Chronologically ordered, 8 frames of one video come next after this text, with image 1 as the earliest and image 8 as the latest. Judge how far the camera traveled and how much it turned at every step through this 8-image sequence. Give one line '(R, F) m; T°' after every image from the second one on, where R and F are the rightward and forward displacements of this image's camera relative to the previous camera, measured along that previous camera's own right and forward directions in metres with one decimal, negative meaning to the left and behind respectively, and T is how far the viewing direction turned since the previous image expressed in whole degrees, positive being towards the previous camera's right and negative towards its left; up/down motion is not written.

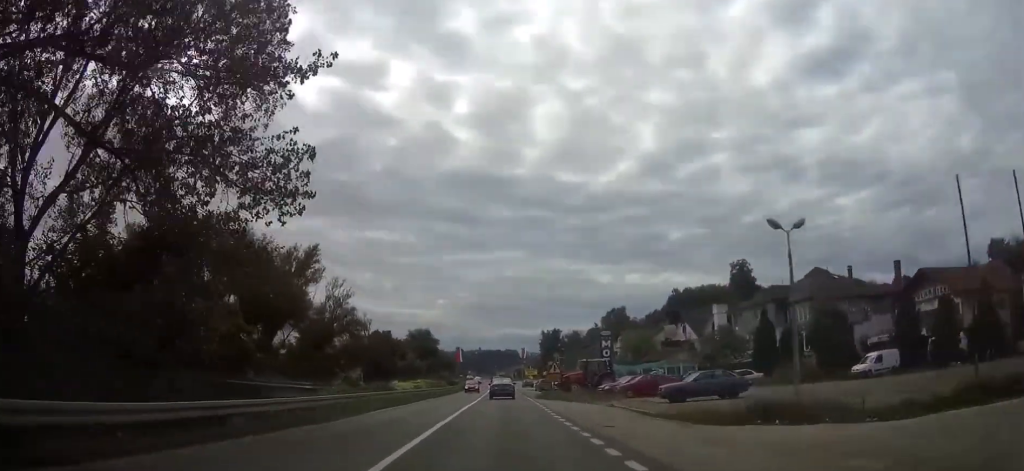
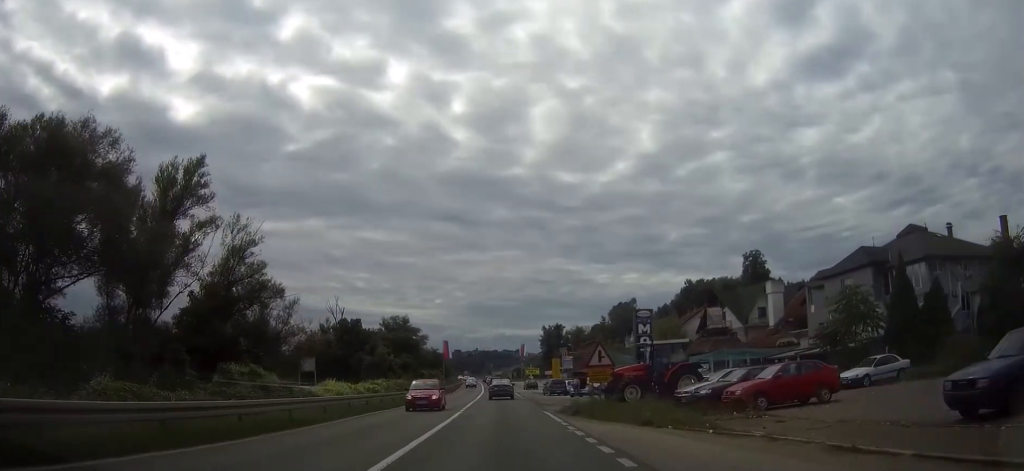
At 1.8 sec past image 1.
(+0.1, +22.2) m; 0°
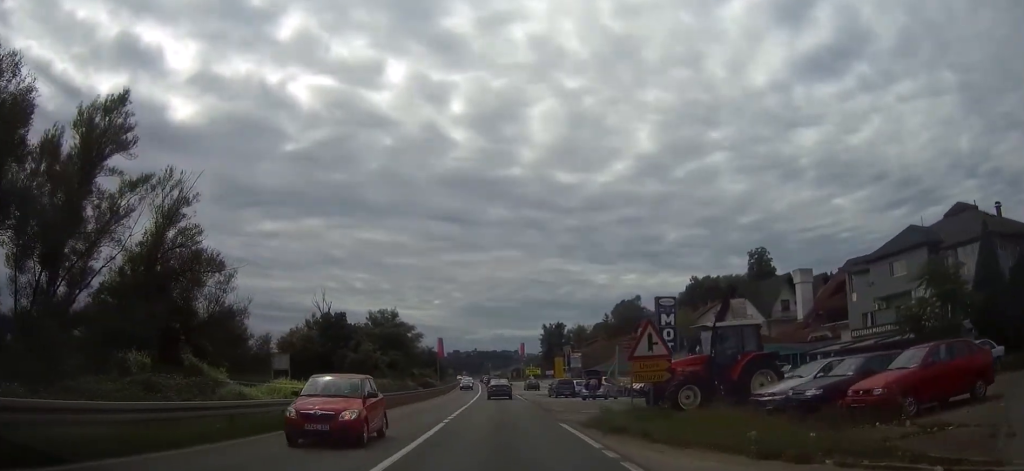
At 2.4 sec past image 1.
(0.0, +8.4) m; 0°
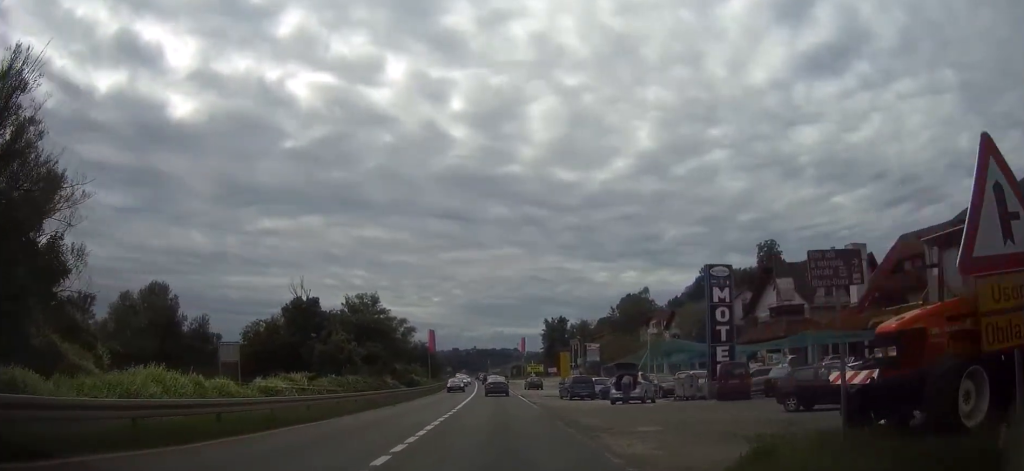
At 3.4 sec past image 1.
(-0.1, +12.3) m; 0°
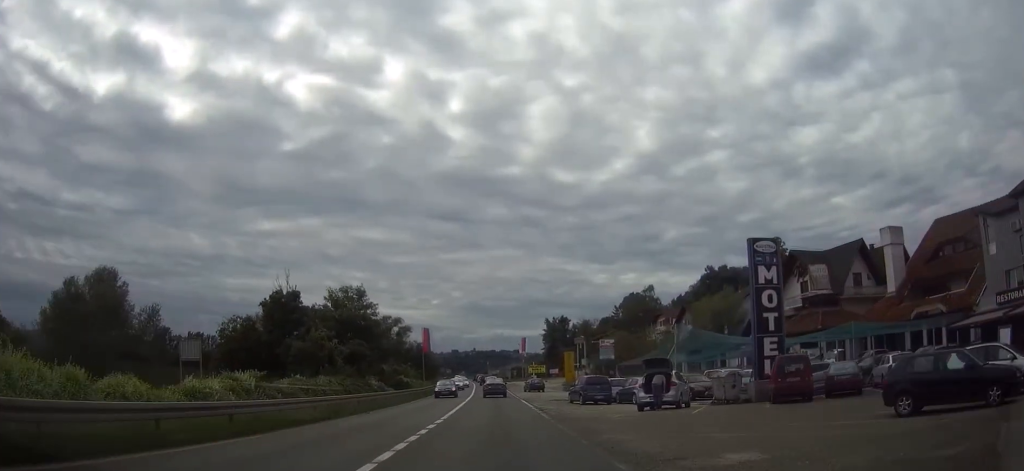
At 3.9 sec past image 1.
(0.0, +6.8) m; 0°
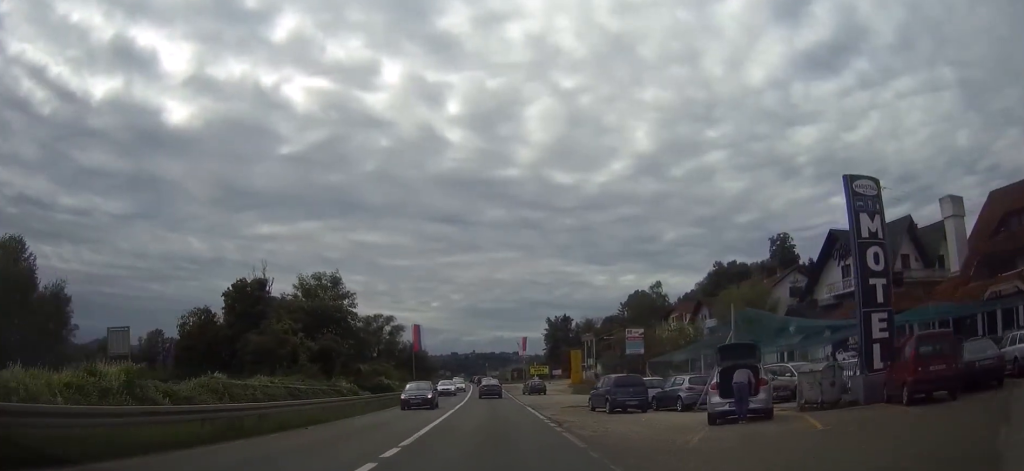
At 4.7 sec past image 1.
(0.0, +9.4) m; 0°
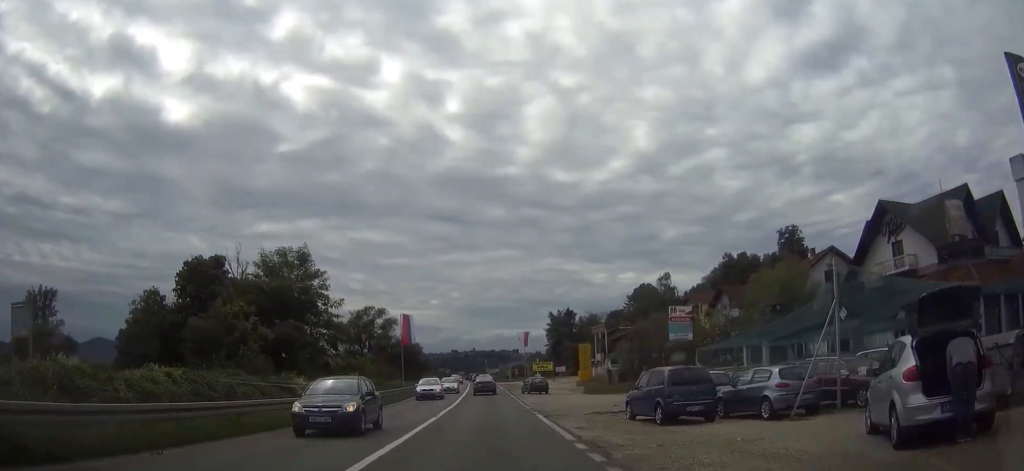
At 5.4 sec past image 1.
(+0.1, +9.0) m; 0°
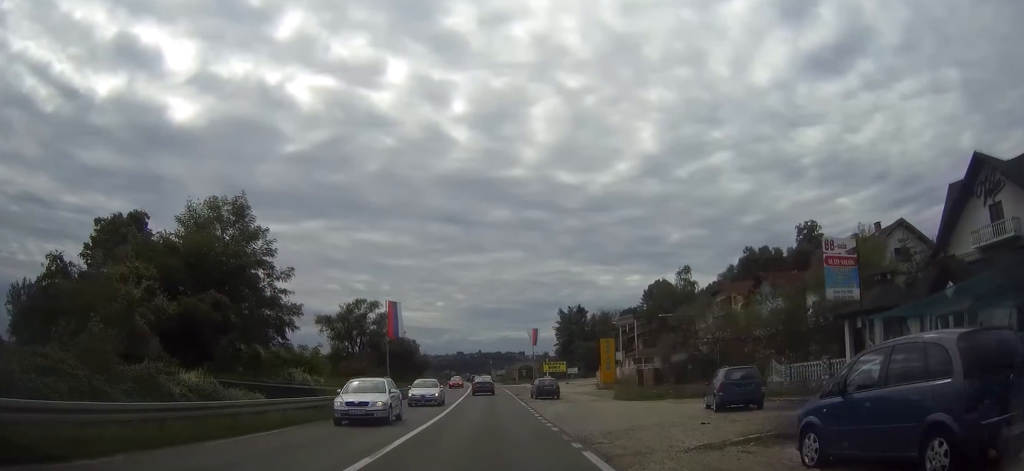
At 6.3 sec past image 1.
(0.0, +12.6) m; -1°
